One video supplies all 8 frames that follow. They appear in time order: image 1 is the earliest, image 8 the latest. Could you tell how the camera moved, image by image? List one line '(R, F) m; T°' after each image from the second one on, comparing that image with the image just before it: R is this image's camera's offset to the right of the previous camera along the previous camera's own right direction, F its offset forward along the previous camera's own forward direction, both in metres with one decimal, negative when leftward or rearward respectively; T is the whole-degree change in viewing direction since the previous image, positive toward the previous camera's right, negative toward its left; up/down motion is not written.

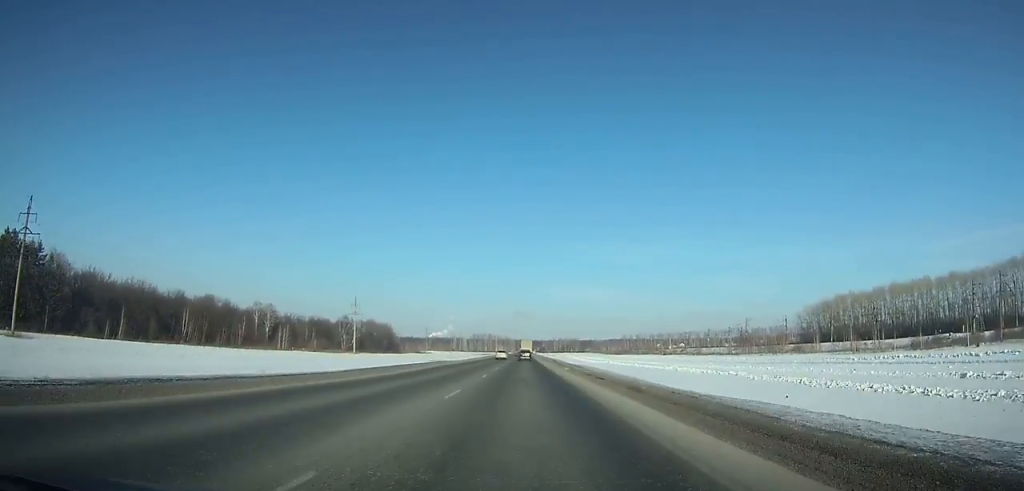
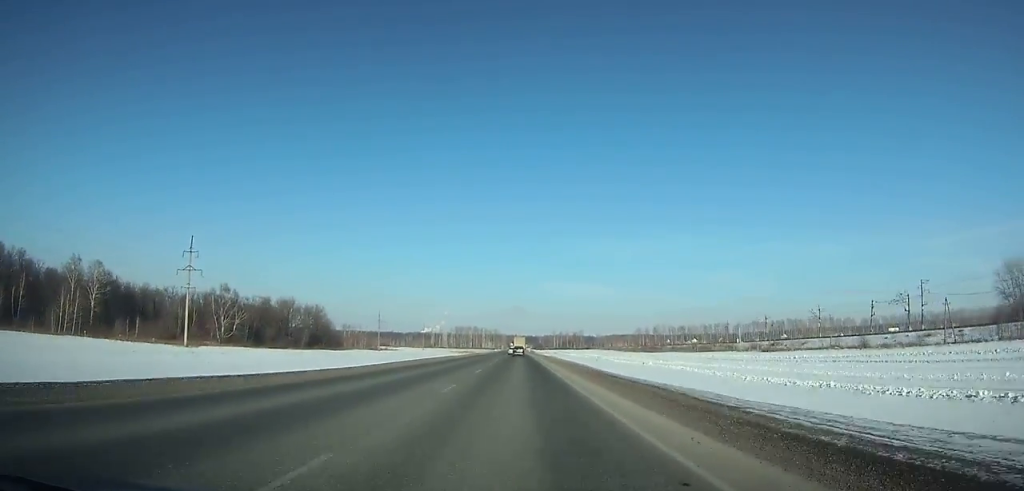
(+0.3, +131.4) m; 0°
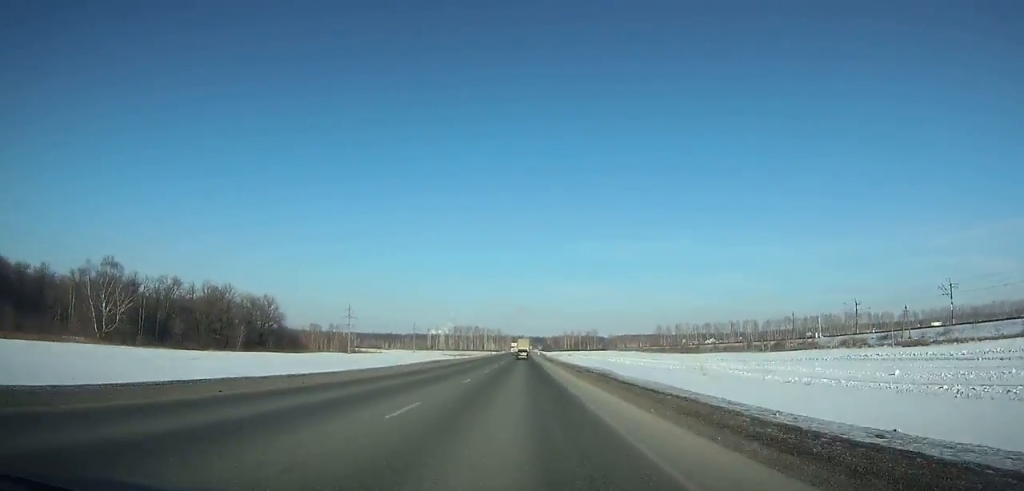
(+0.1, +65.2) m; 0°
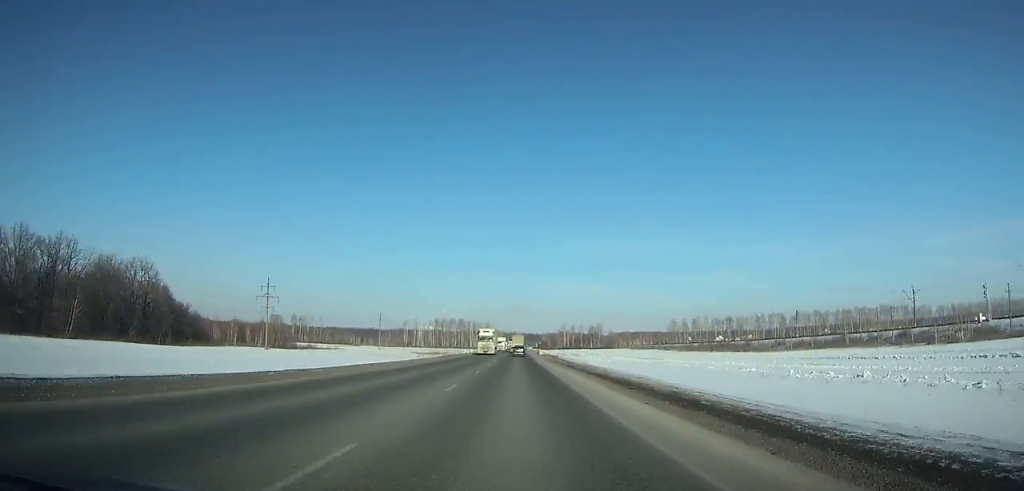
(-0.1, +77.1) m; 0°
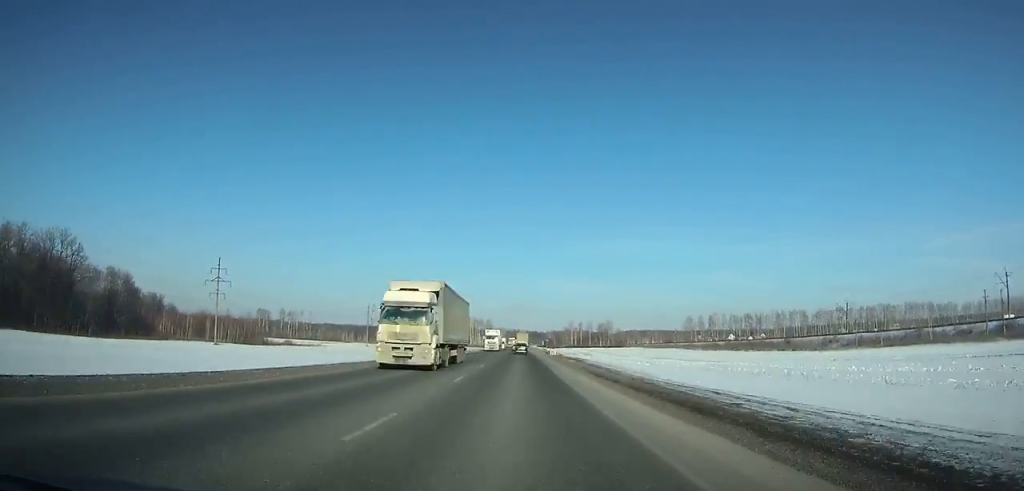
(0.0, +32.9) m; 0°
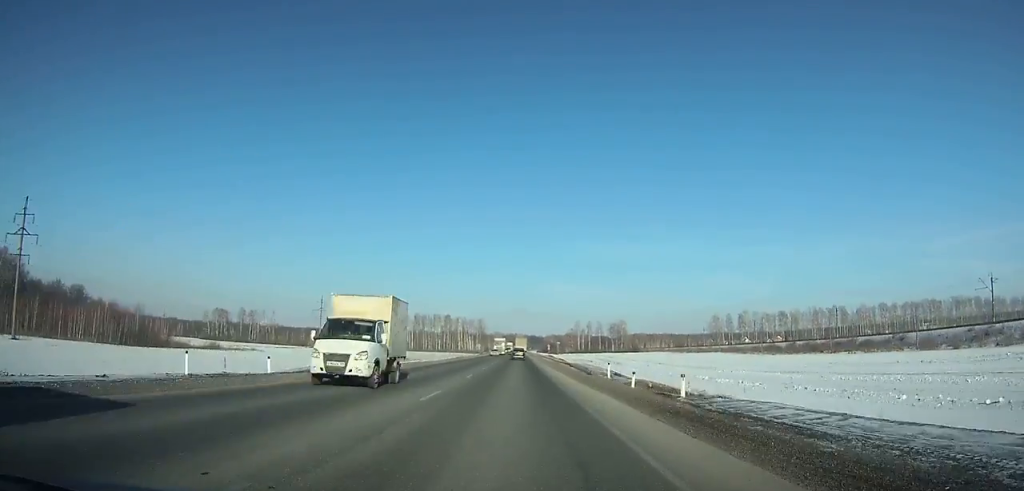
(0.0, +65.9) m; 0°
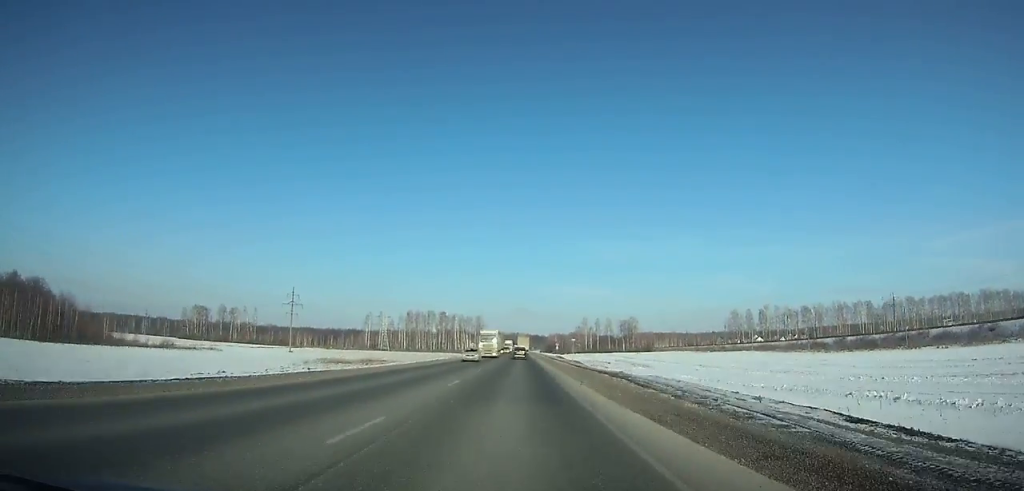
(0.0, +30.7) m; 0°
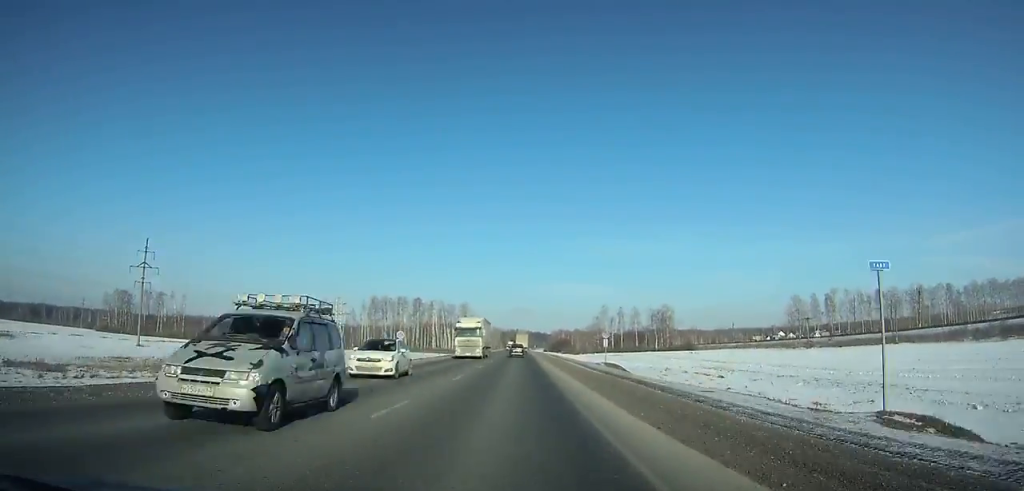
(-0.1, +80.7) m; 0°
